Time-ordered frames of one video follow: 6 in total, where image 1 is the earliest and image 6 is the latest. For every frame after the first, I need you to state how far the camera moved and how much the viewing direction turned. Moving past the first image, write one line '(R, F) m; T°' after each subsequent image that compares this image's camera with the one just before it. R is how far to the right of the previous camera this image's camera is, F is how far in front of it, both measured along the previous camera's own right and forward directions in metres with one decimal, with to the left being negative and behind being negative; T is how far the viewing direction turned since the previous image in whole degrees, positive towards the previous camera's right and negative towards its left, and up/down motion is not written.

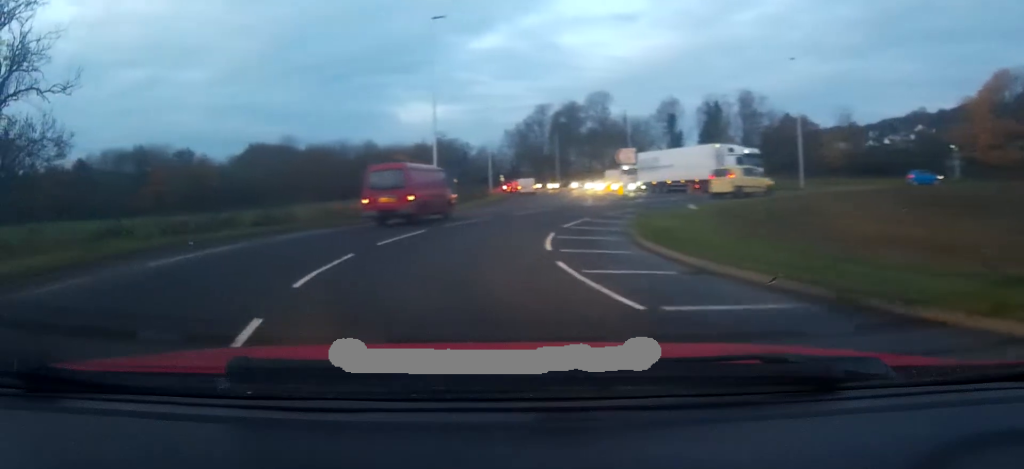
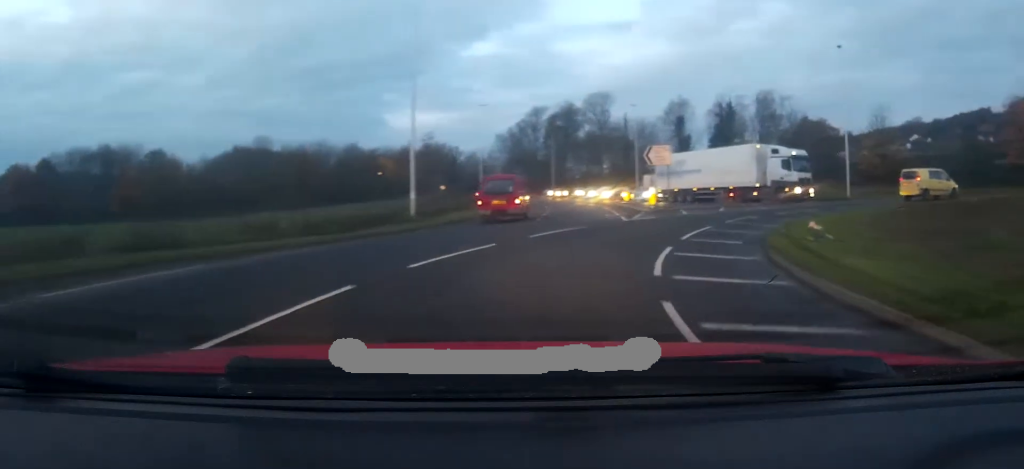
(+0.1, +10.2) m; +9°
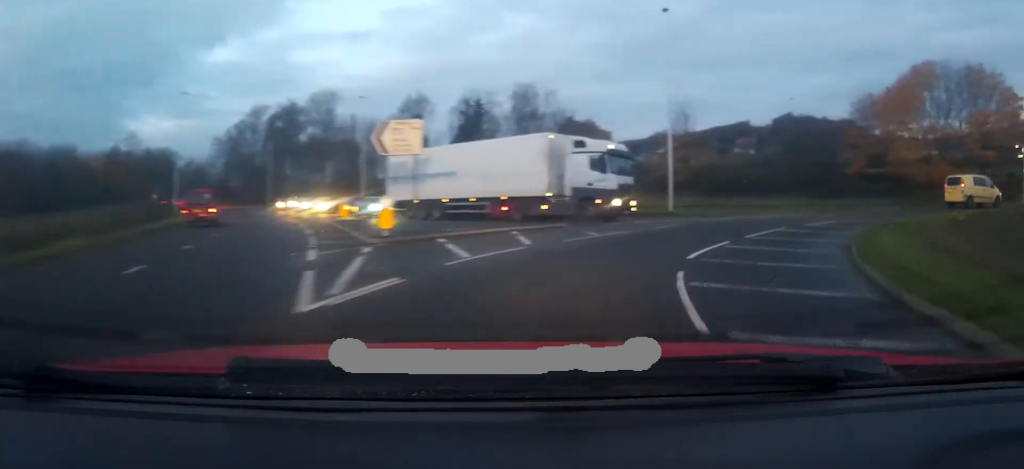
(+2.9, +15.7) m; +24°
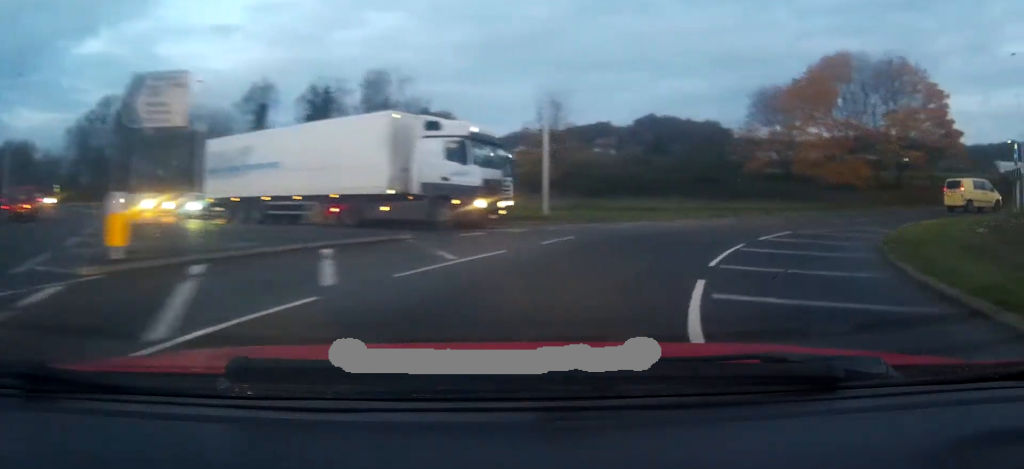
(+1.1, +6.6) m; +14°
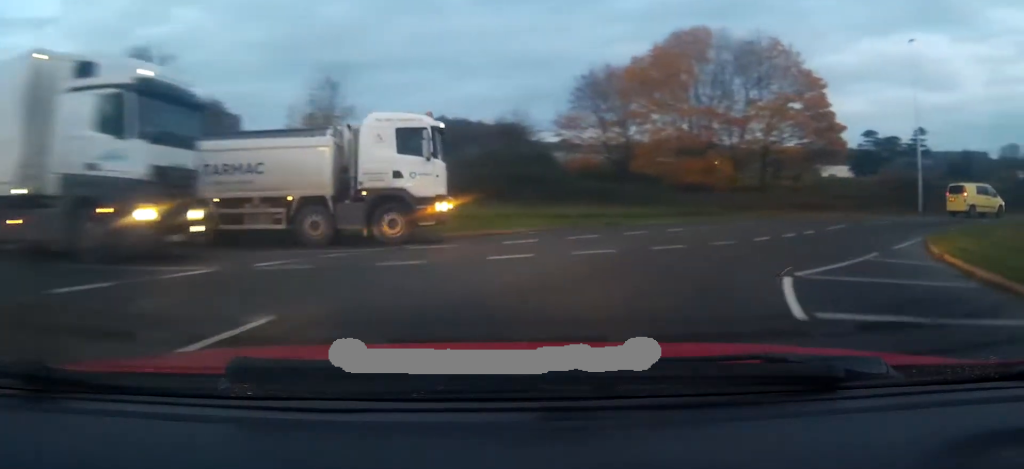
(+1.5, +8.5) m; +17°
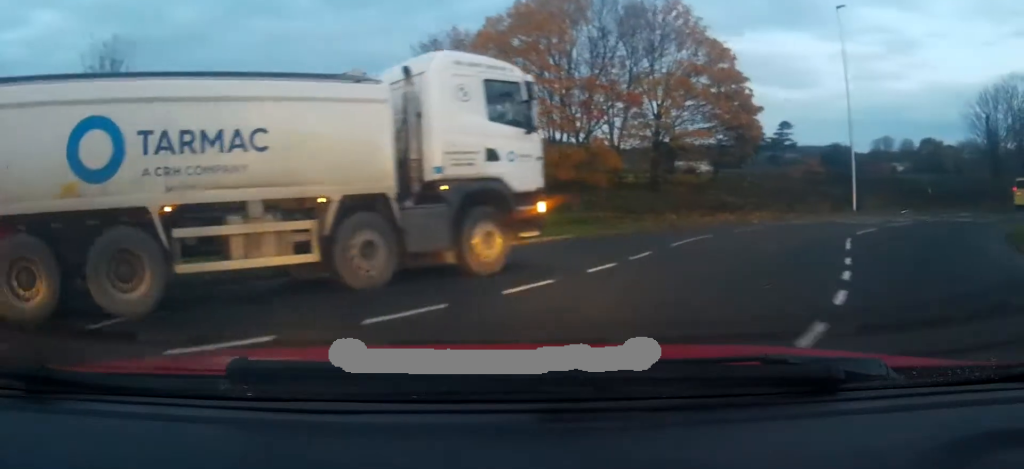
(+1.1, +7.8) m; +13°
